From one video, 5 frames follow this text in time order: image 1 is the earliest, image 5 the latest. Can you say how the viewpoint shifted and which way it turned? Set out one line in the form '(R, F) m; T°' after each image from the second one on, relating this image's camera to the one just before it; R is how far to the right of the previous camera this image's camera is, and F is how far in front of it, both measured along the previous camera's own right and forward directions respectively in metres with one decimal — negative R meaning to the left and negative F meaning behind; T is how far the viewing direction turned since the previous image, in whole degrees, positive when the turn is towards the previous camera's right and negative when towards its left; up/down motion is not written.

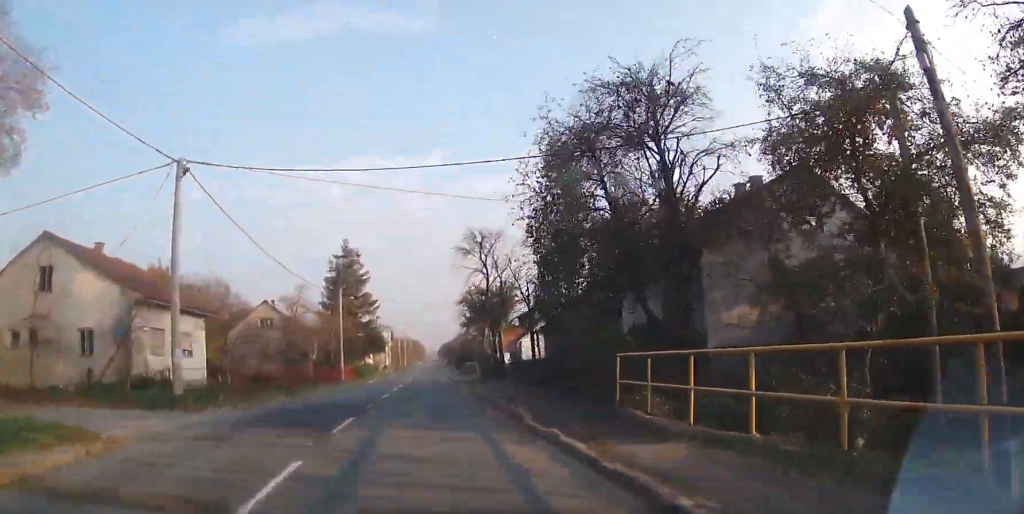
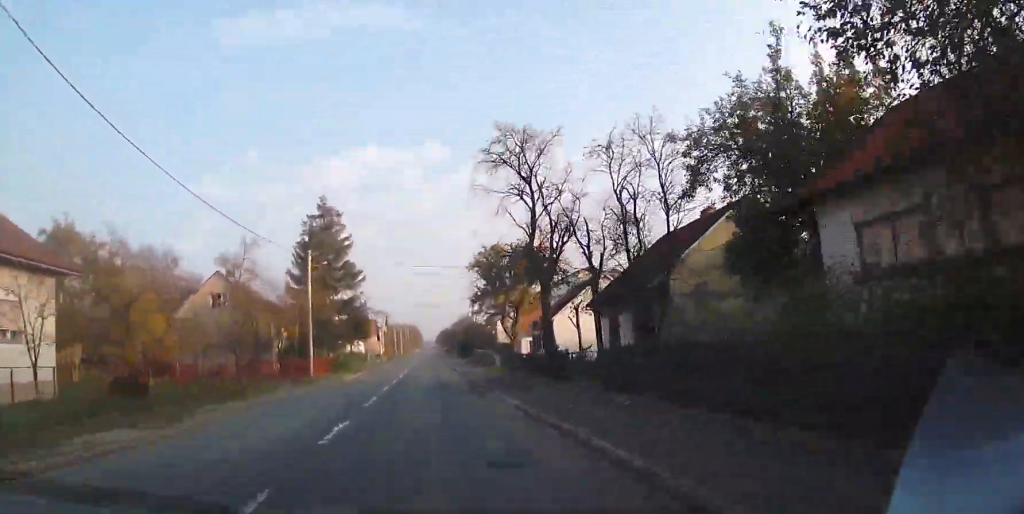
(-0.1, +14.6) m; 0°
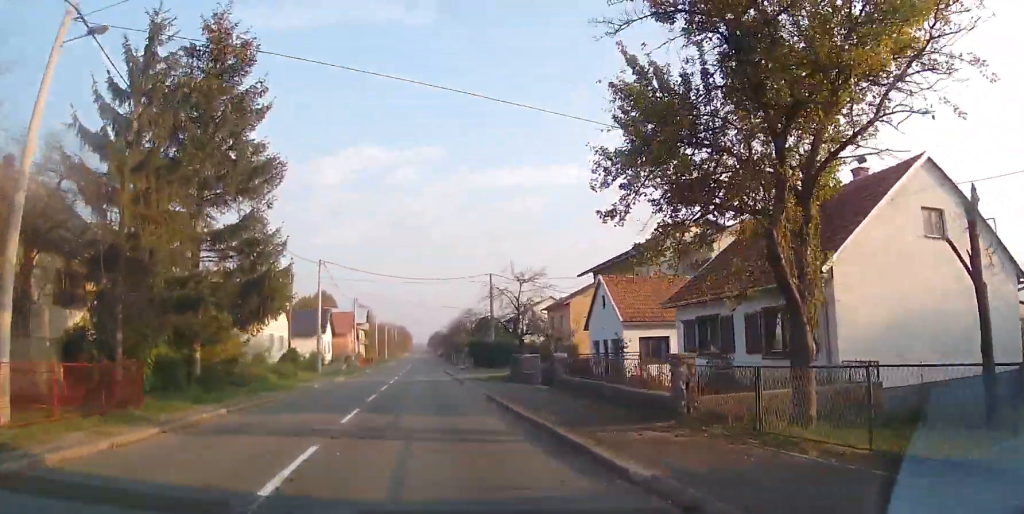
(+0.8, +31.0) m; +3°
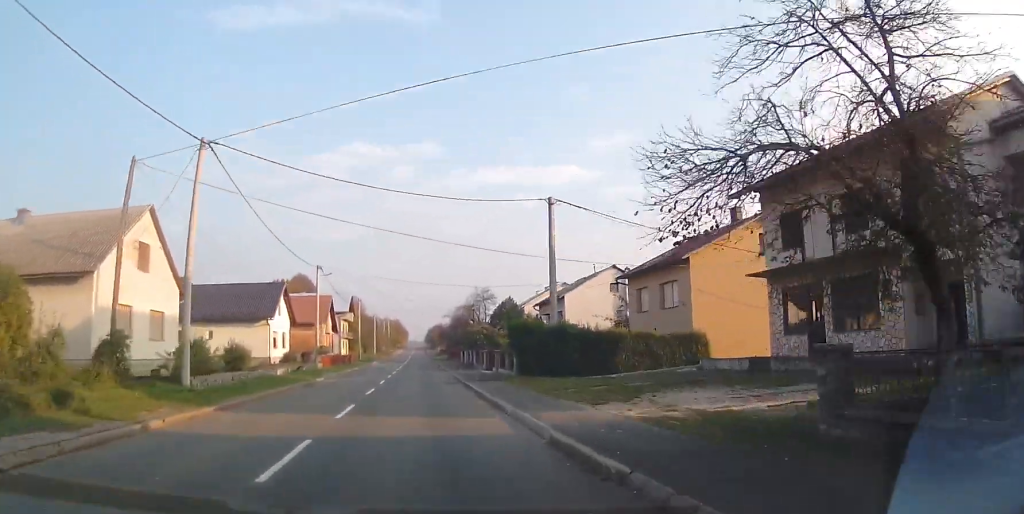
(-0.3, +25.0) m; -2°
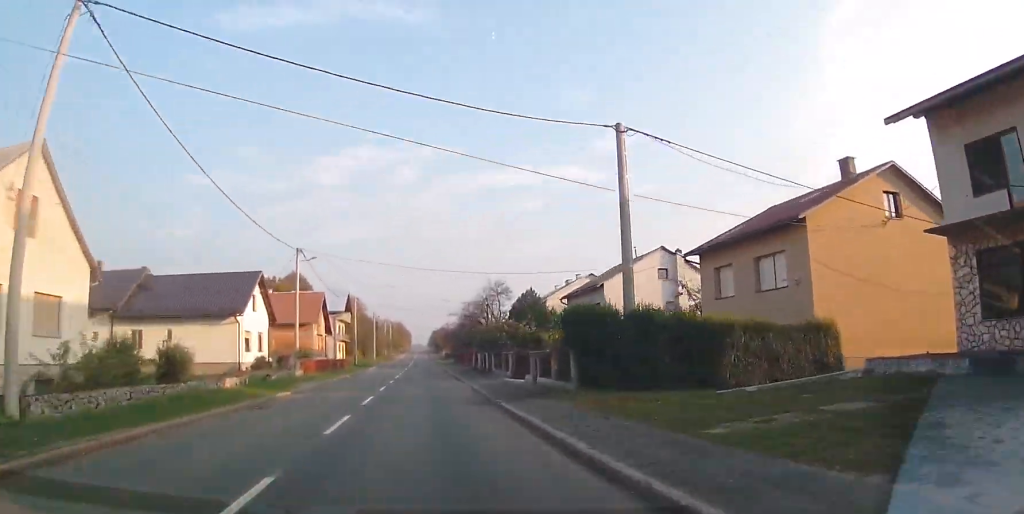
(-0.2, +9.4) m; +1°
